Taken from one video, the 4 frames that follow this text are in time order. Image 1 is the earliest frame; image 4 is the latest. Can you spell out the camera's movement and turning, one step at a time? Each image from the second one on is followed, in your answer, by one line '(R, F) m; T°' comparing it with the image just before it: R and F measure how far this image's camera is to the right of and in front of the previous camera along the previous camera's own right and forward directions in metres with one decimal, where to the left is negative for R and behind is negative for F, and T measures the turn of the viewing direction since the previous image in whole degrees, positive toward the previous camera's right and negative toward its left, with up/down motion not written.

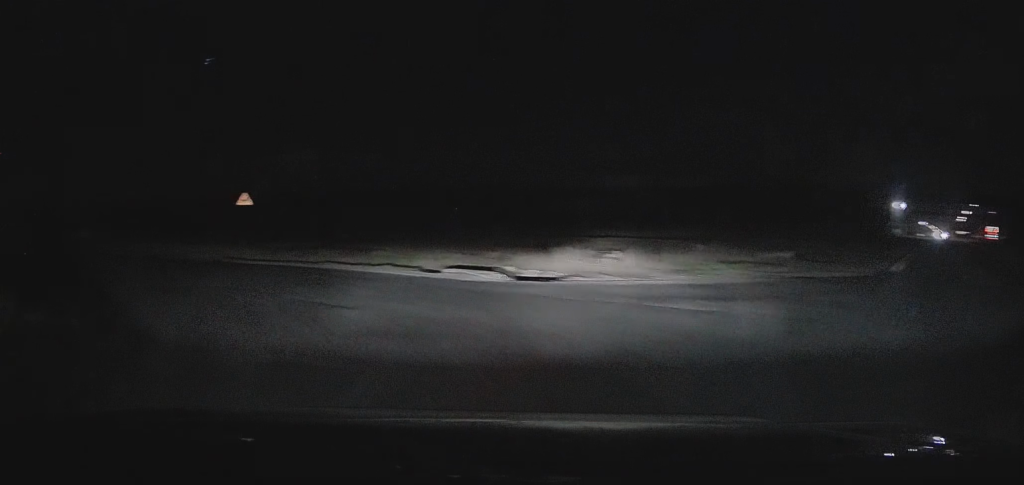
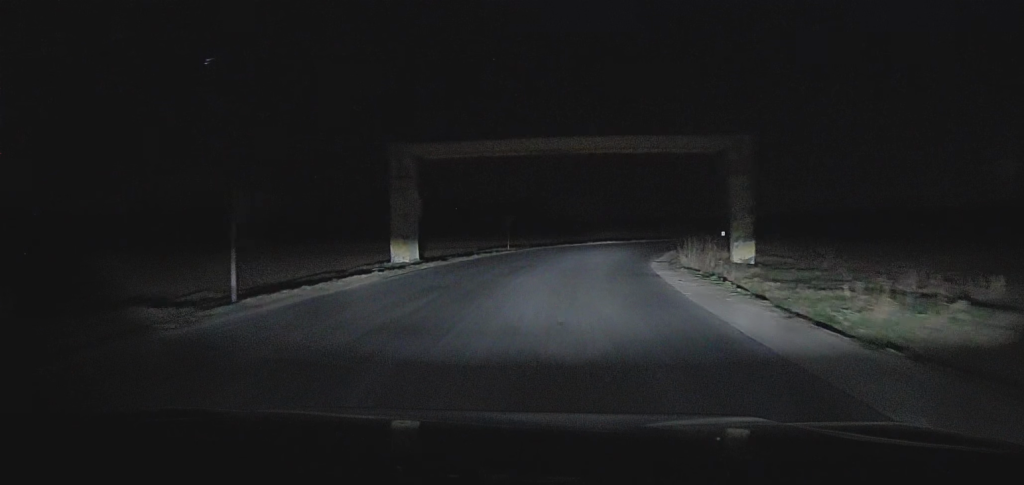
(-11.0, +15.7) m; -59°
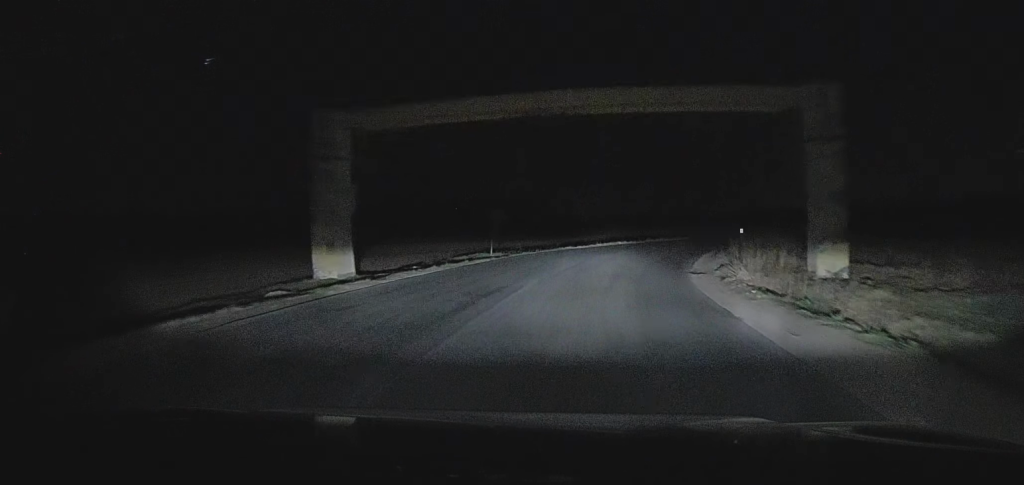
(-0.2, +8.3) m; +1°
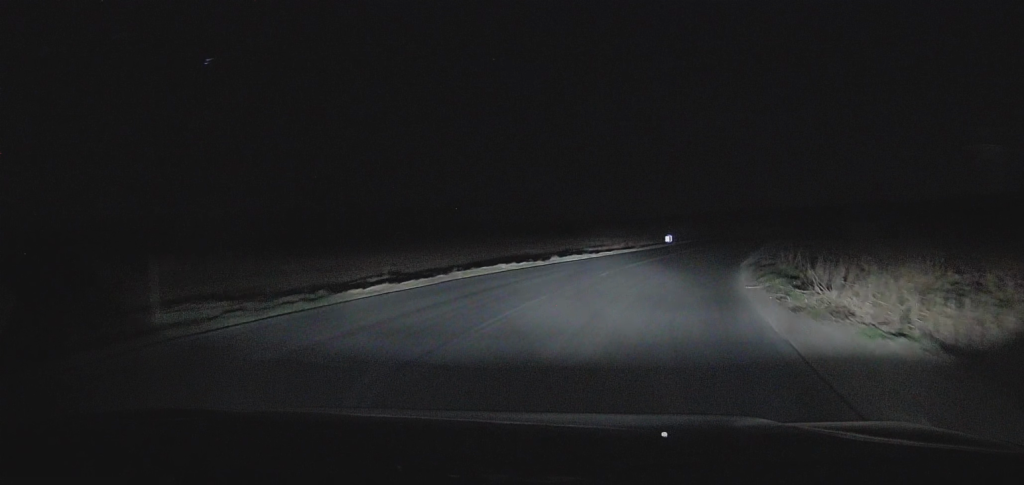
(+1.5, +18.7) m; +11°
